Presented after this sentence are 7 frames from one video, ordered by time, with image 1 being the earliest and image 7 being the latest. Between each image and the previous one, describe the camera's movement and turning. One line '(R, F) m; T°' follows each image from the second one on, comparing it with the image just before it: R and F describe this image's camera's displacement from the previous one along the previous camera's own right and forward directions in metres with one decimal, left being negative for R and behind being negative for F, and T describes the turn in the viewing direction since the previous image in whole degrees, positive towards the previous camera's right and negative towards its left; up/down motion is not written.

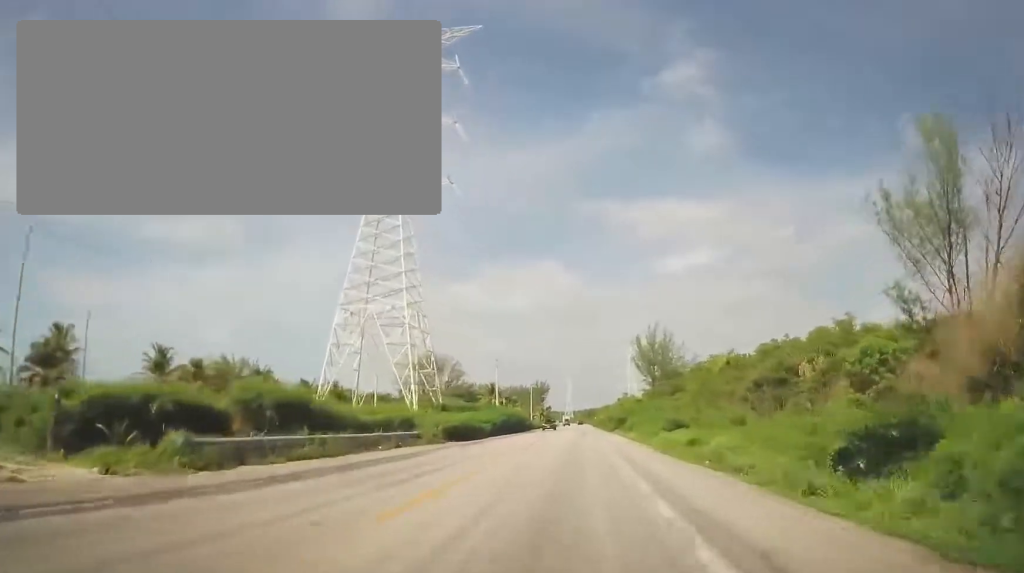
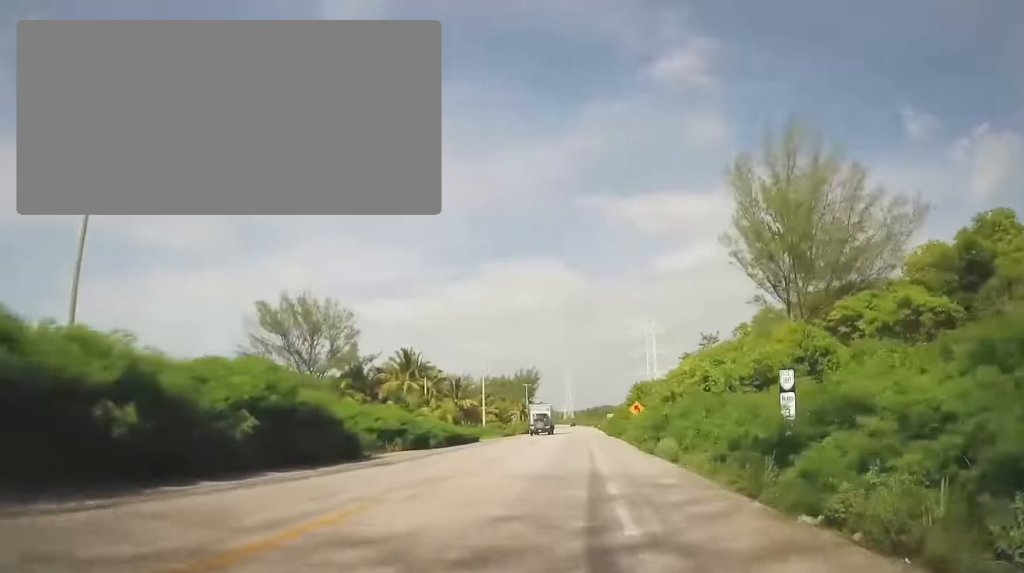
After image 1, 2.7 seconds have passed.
(-0.2, +78.7) m; 0°
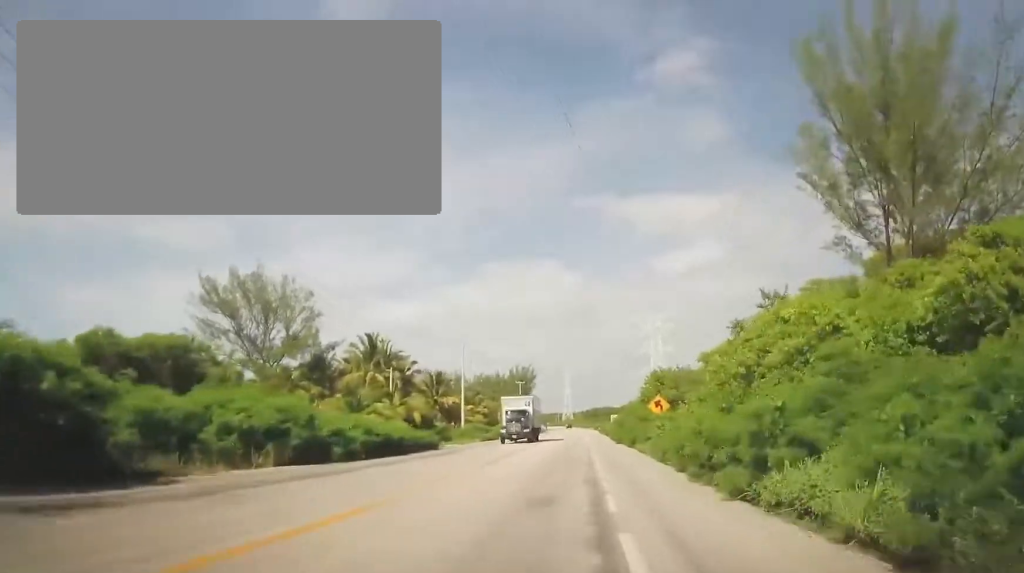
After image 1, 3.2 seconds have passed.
(0.0, +14.0) m; 0°
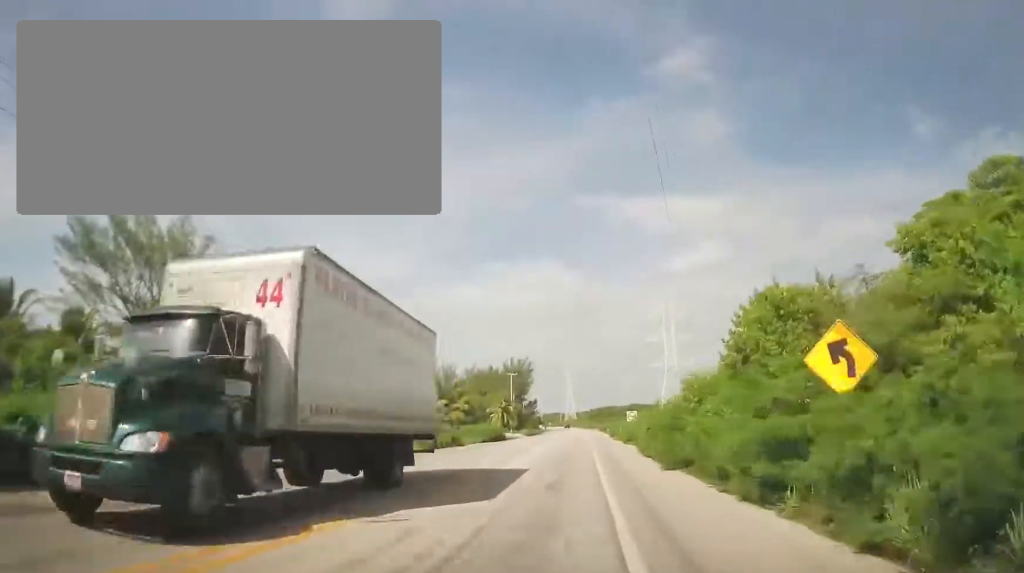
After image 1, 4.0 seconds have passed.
(+0.1, +23.2) m; 0°
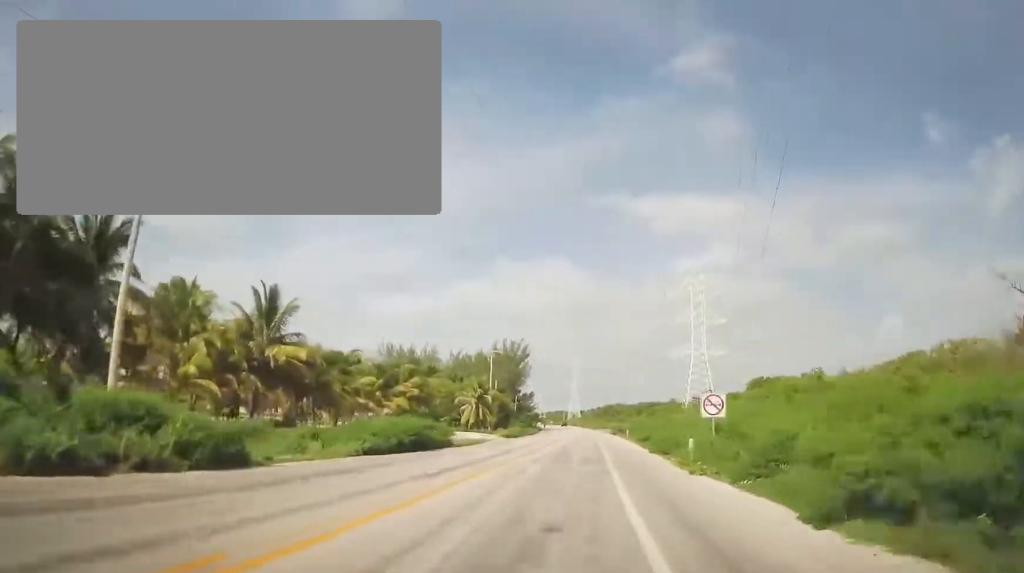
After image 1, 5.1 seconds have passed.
(0.0, +31.4) m; 0°
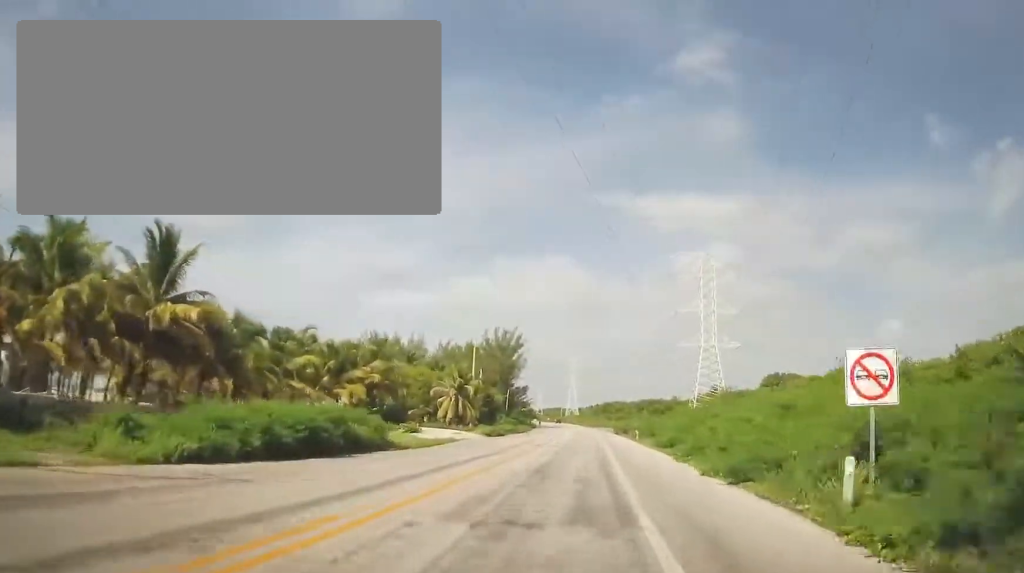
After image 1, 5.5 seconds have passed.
(-0.1, +12.1) m; 0°
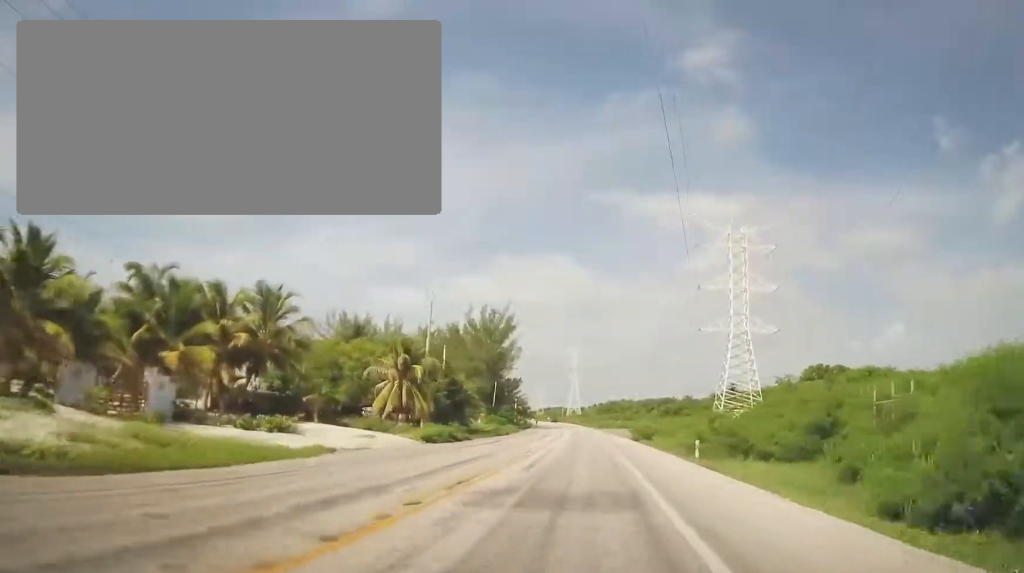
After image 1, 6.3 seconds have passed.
(-0.1, +22.2) m; 0°
